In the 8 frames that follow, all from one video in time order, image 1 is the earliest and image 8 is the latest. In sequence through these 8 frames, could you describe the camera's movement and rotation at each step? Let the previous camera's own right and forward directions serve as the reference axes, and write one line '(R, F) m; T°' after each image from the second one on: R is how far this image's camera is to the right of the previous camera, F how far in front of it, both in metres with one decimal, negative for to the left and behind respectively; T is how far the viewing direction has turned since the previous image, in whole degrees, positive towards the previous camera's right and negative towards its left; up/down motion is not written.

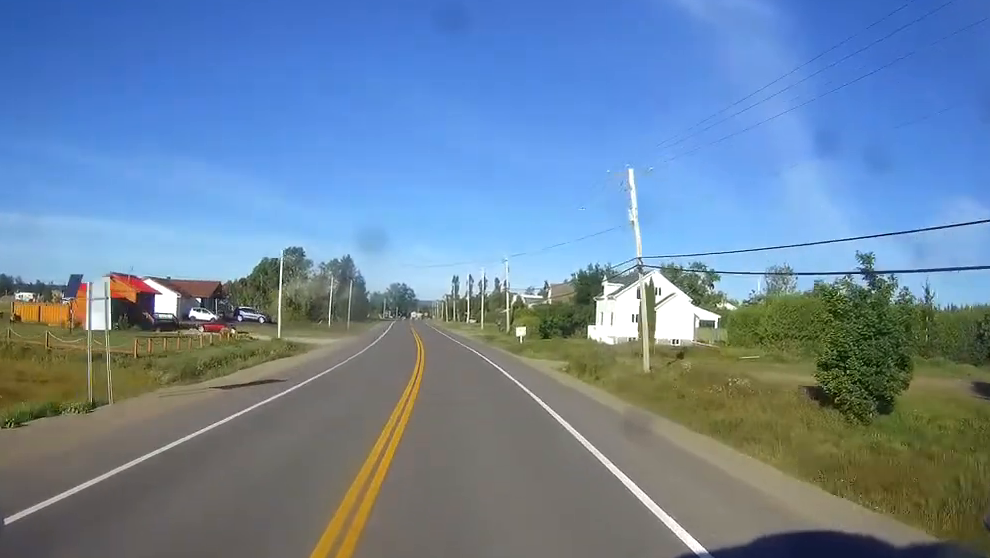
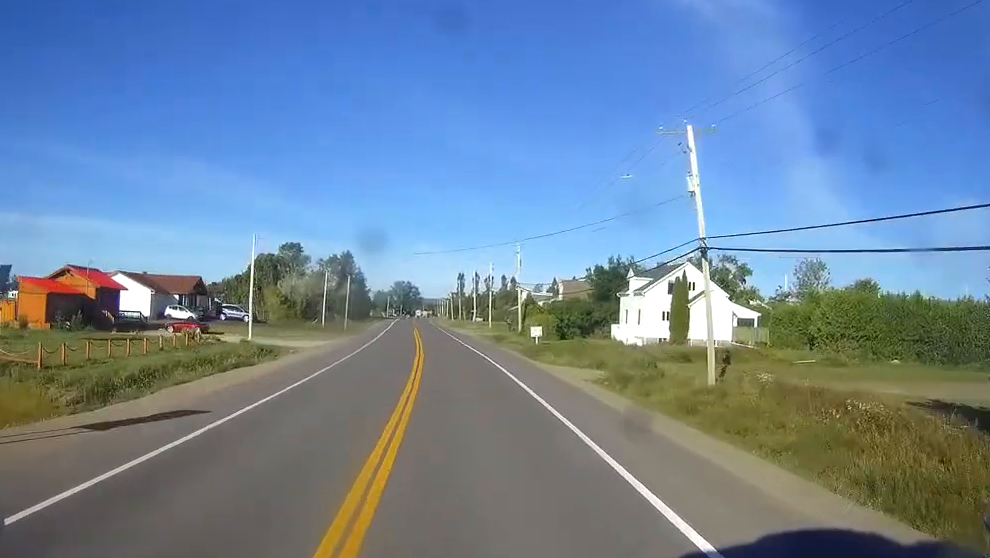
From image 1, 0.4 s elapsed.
(0.0, +10.5) m; -1°
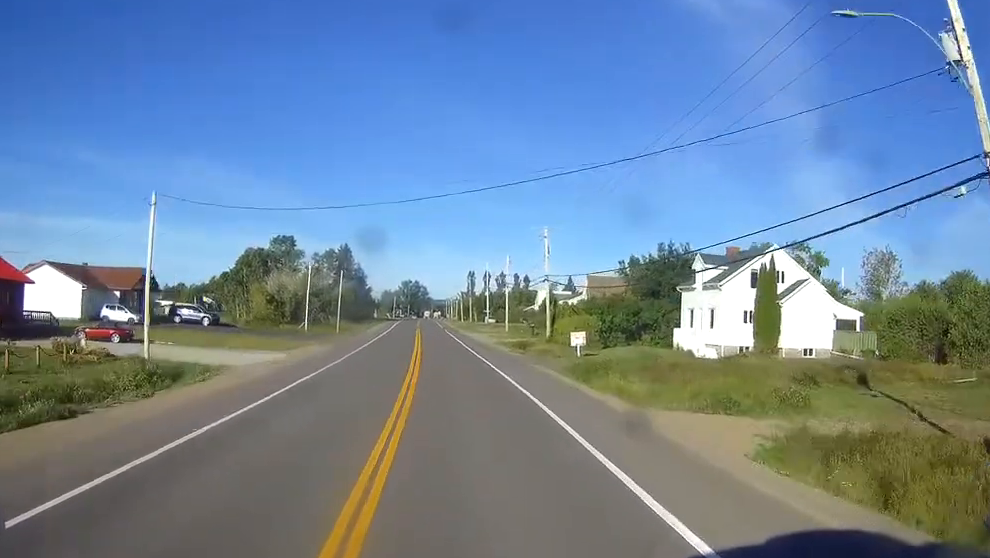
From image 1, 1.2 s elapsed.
(-0.2, +19.3) m; -1°
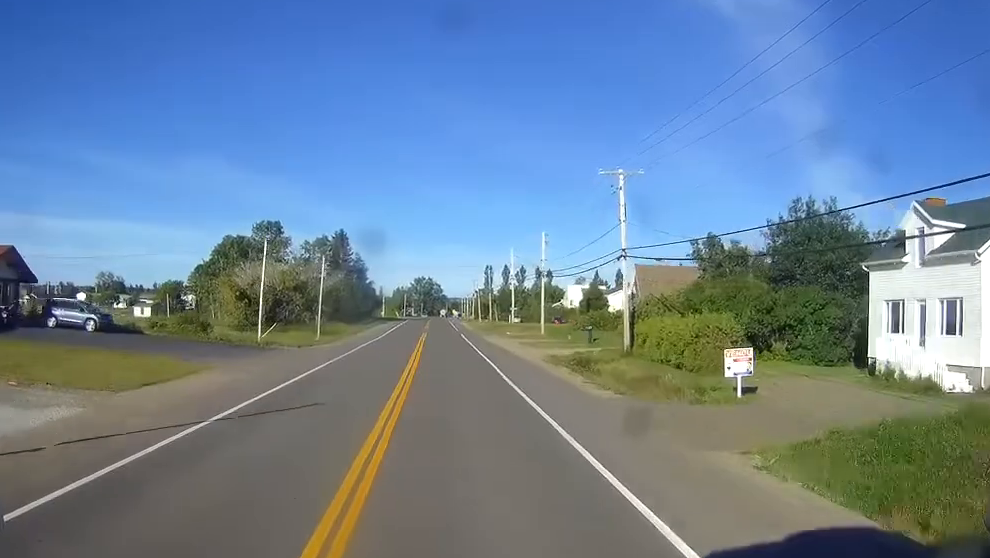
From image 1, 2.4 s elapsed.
(-0.2, +28.2) m; 0°
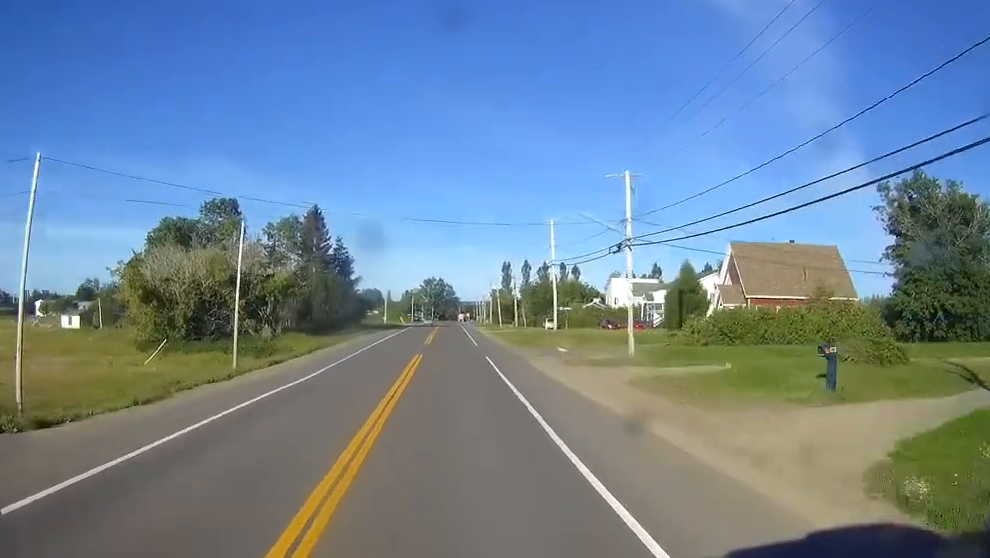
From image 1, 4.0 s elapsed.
(0.0, +37.8) m; 0°
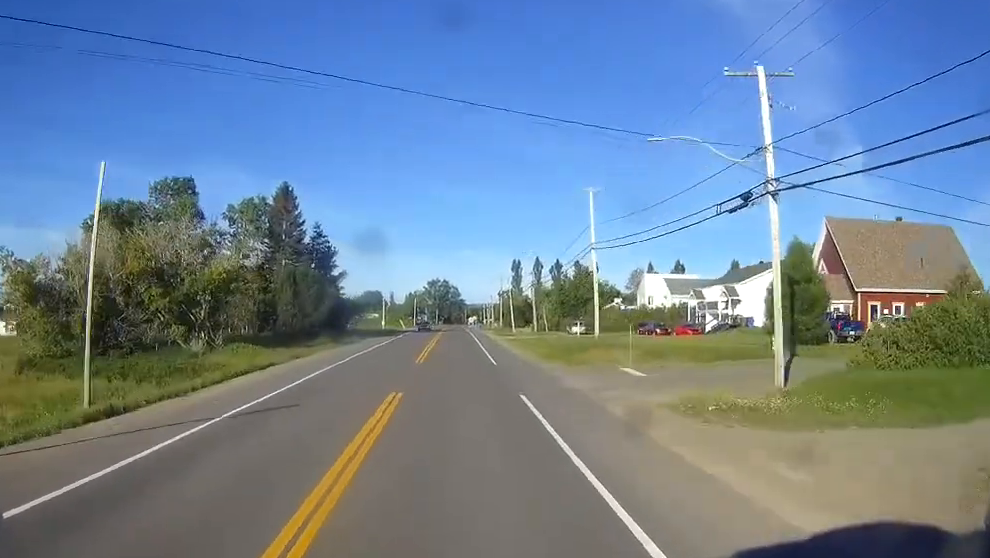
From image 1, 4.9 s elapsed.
(0.0, +21.7) m; 0°
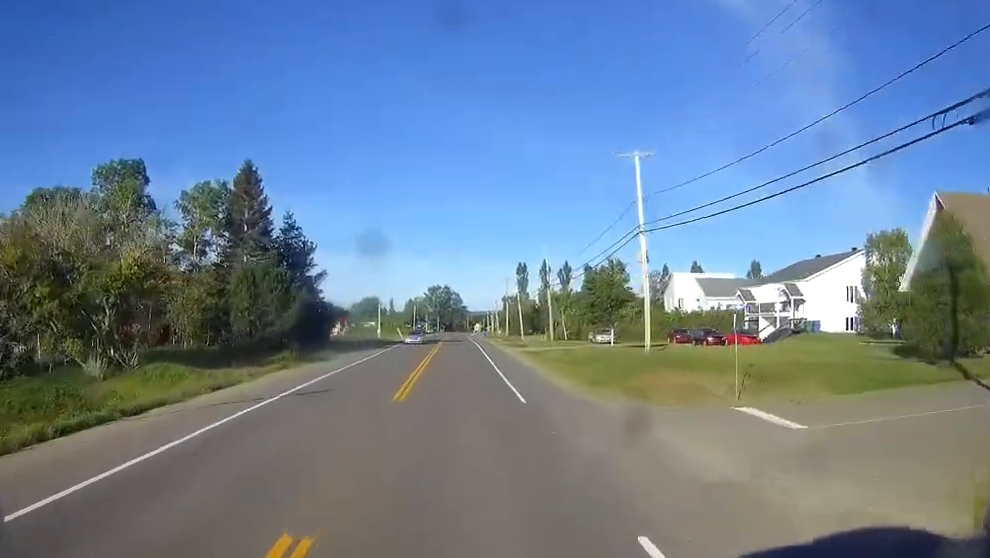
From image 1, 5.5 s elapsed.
(0.0, +16.1) m; 0°
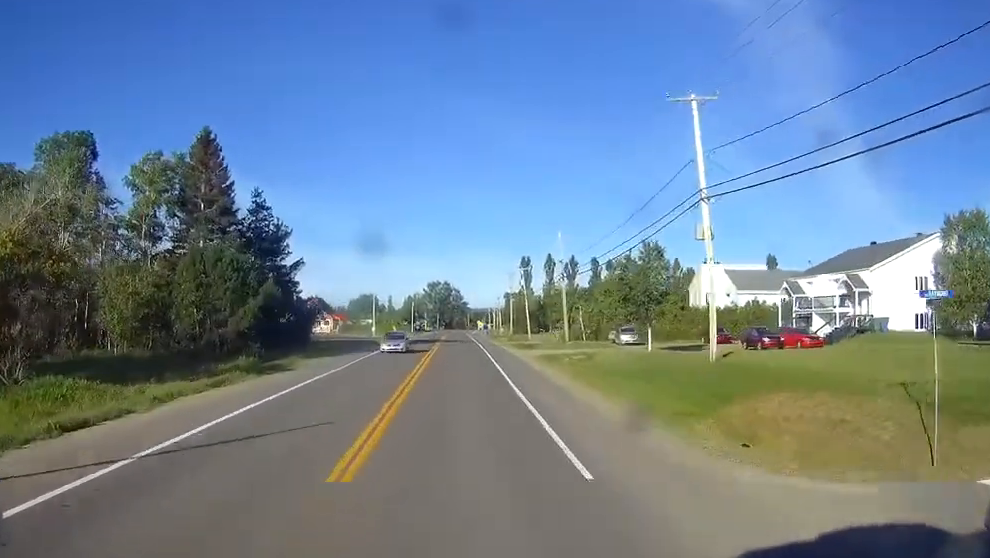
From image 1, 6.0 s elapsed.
(0.0, +12.0) m; 0°
